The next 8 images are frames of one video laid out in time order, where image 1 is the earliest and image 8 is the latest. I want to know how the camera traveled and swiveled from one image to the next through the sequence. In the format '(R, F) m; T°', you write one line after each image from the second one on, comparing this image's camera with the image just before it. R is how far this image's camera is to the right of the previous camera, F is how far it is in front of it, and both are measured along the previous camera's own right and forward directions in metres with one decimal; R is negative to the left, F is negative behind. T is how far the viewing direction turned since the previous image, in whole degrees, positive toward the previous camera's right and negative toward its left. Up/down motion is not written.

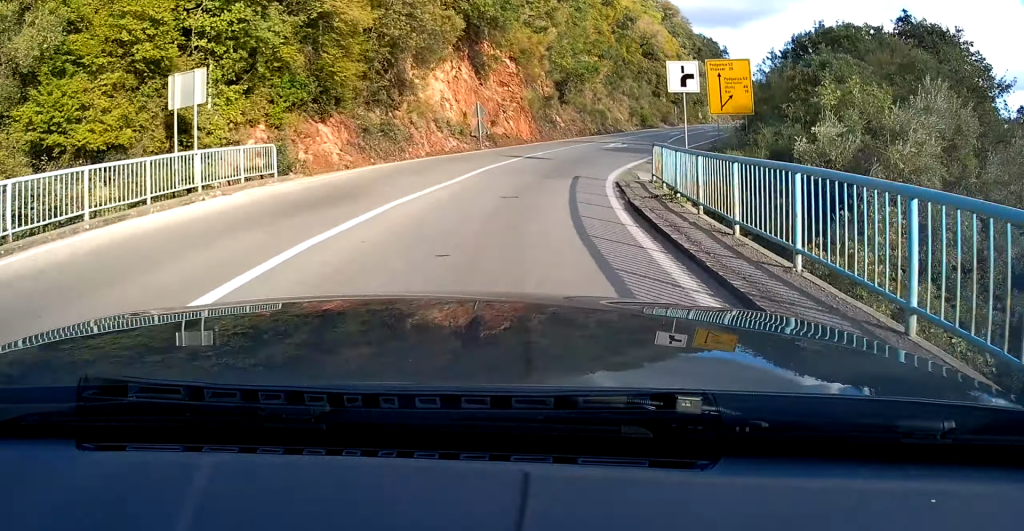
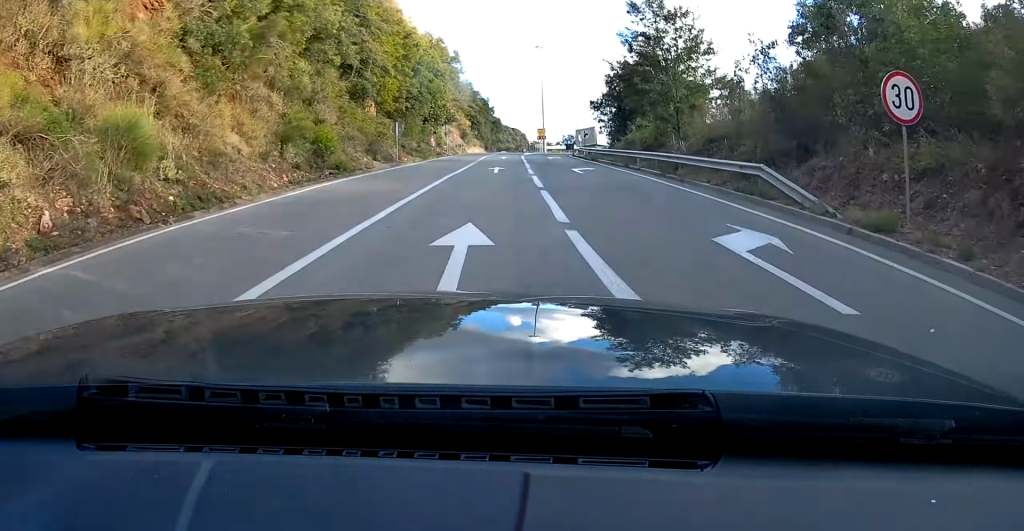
(+10.9, +48.4) m; +18°
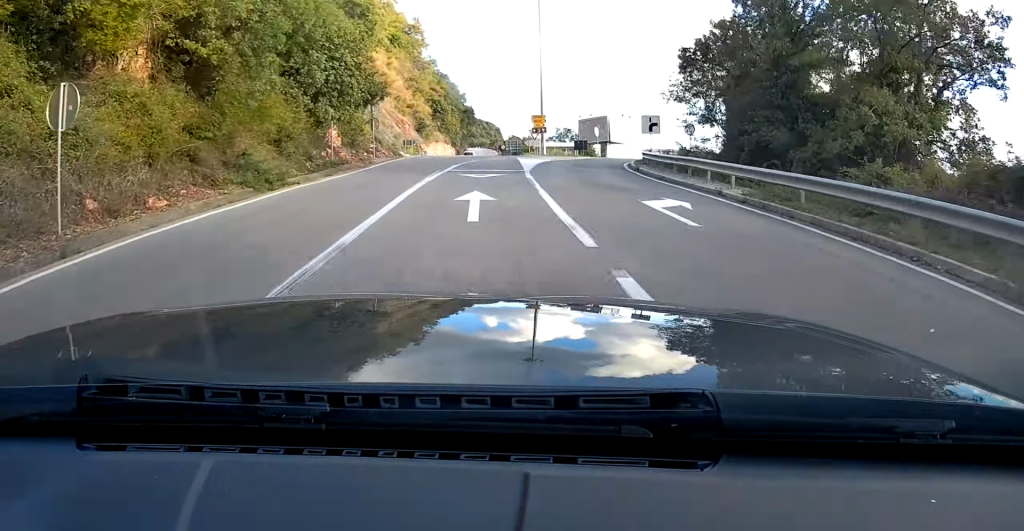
(+0.9, +33.3) m; +2°
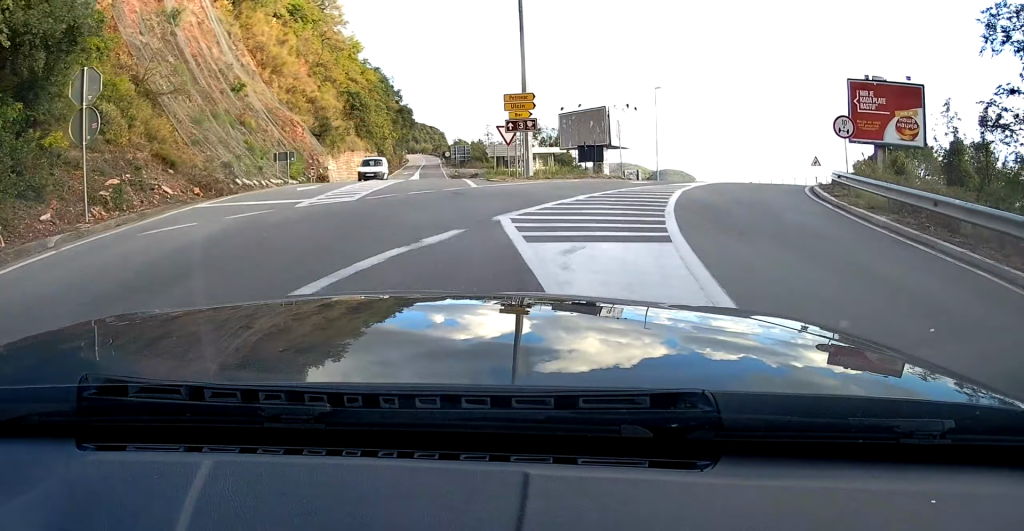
(+0.1, +24.8) m; 0°
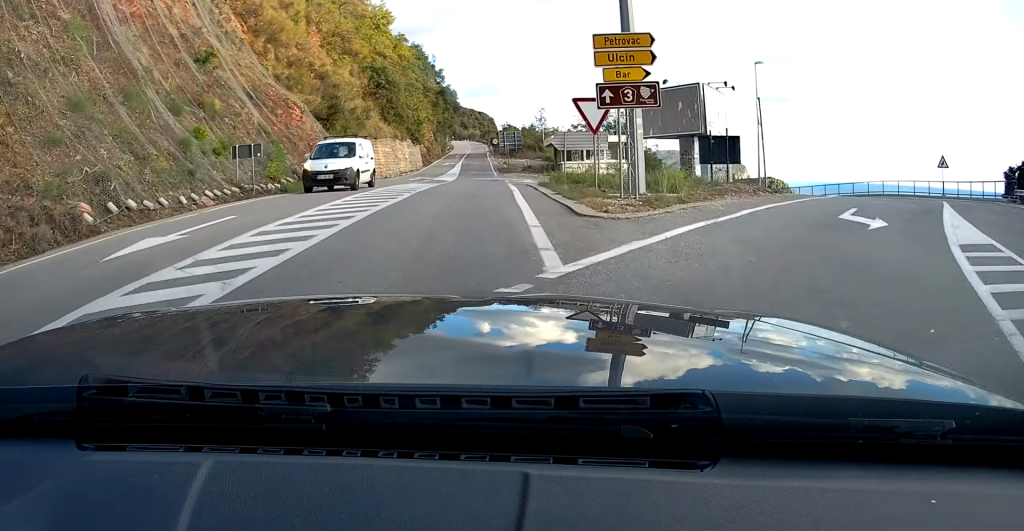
(0.0, +10.5) m; 0°
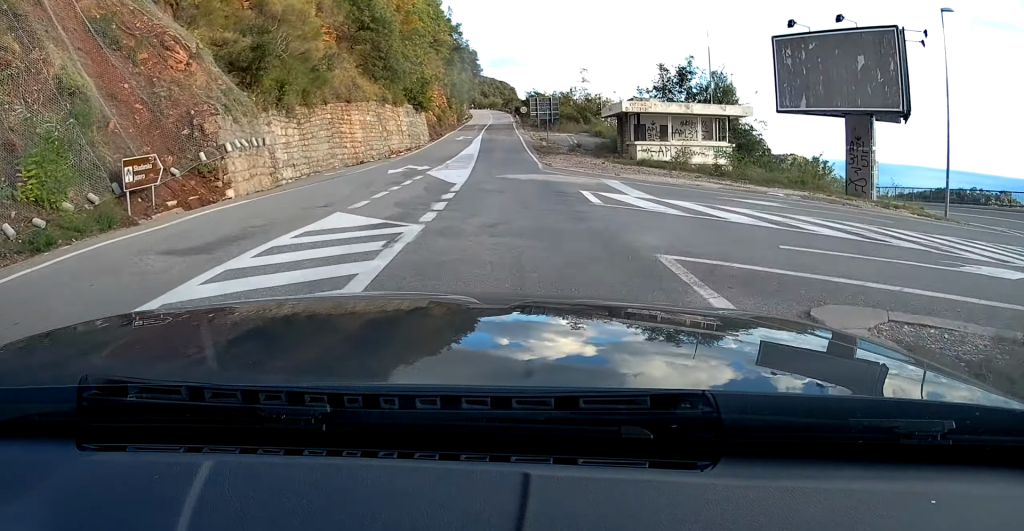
(-0.1, +14.8) m; +5°
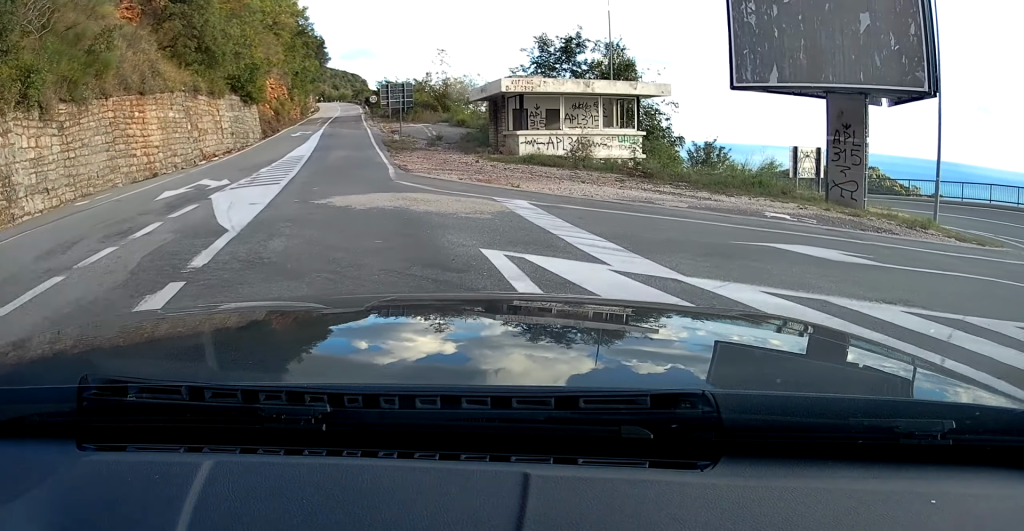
(+0.5, +8.6) m; +28°
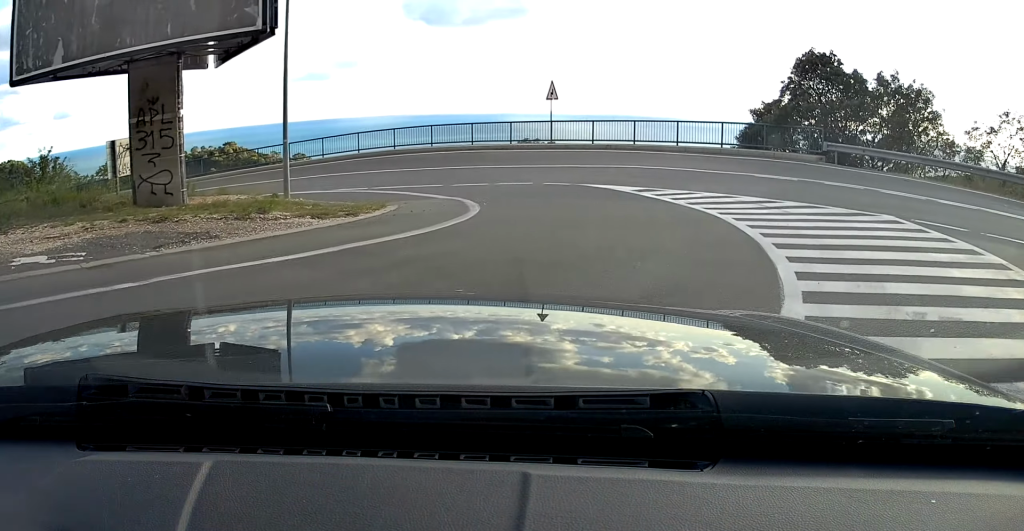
(+4.8, +3.4) m; +68°
